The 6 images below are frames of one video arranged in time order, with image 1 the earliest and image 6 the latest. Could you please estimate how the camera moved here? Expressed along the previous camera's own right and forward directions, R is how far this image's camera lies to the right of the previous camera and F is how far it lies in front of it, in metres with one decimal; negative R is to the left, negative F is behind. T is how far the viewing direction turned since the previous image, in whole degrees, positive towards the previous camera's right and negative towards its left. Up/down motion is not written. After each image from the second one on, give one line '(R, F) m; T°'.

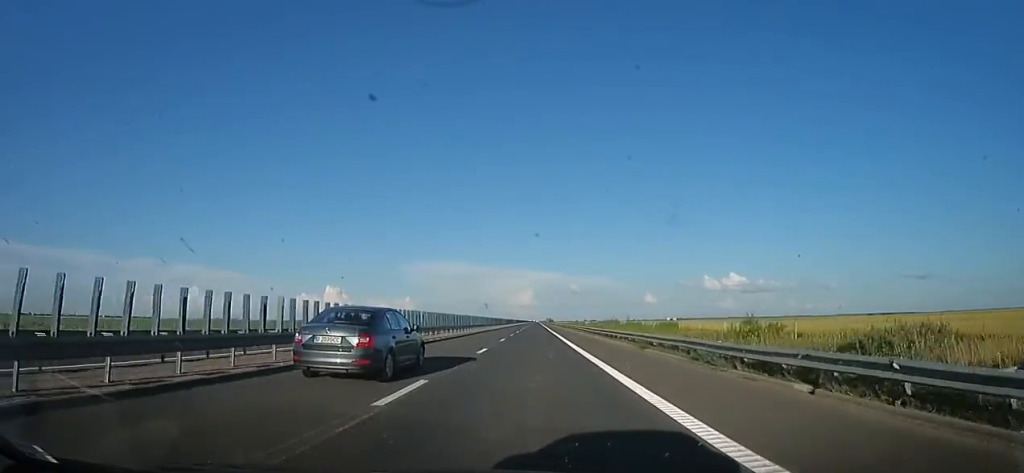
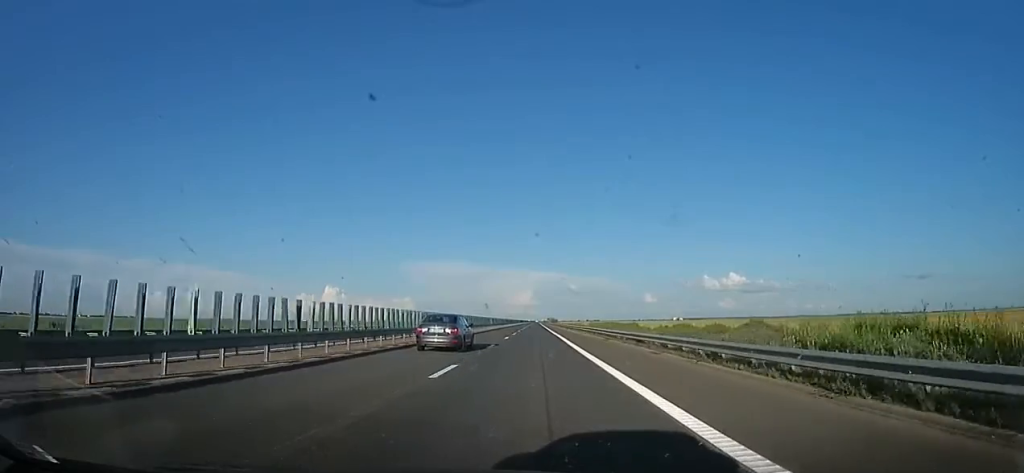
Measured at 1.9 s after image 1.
(+1.2, +68.0) m; -1°
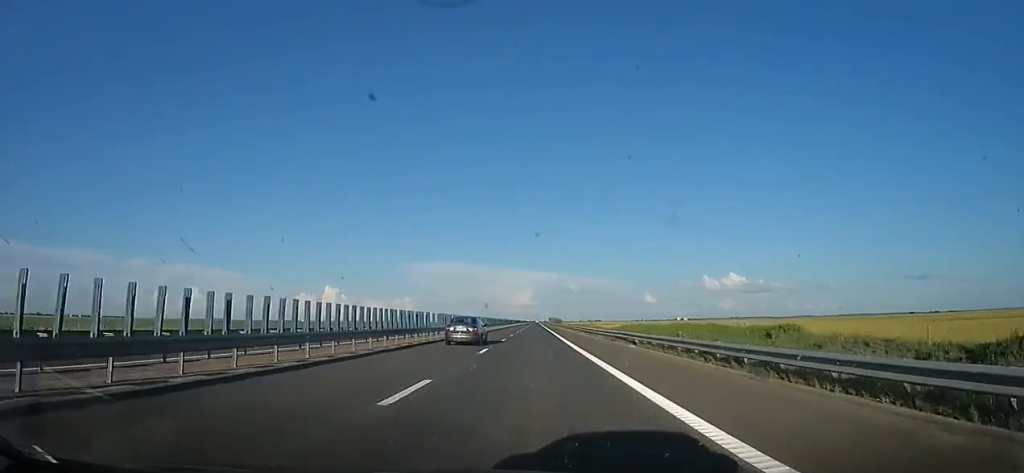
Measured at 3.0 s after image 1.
(-0.5, +39.4) m; +1°
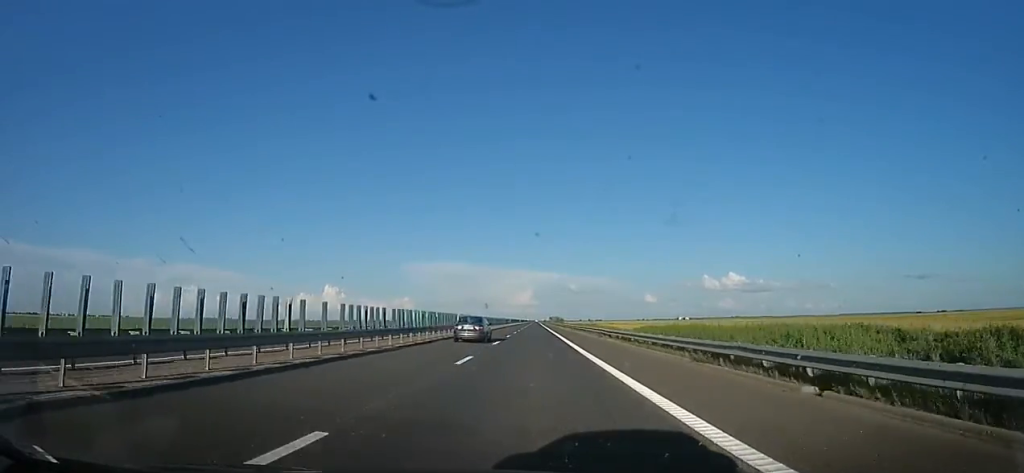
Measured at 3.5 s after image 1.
(+0.4, +17.1) m; +1°
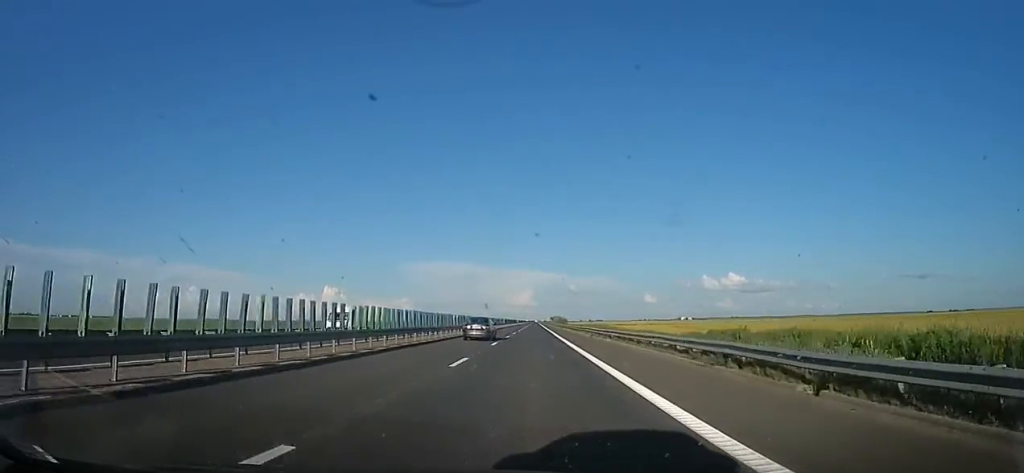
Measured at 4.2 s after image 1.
(+0.1, +24.8) m; -1°
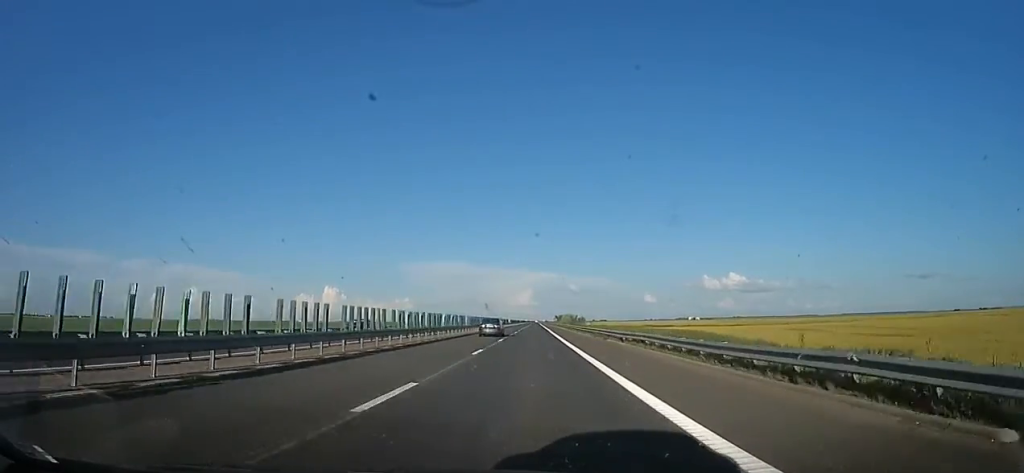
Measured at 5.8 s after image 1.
(-1.6, +54.7) m; -1°
